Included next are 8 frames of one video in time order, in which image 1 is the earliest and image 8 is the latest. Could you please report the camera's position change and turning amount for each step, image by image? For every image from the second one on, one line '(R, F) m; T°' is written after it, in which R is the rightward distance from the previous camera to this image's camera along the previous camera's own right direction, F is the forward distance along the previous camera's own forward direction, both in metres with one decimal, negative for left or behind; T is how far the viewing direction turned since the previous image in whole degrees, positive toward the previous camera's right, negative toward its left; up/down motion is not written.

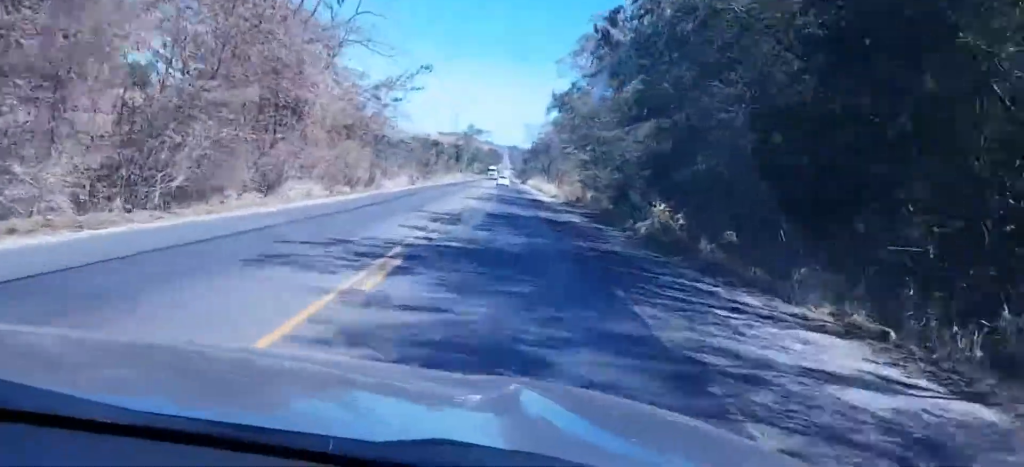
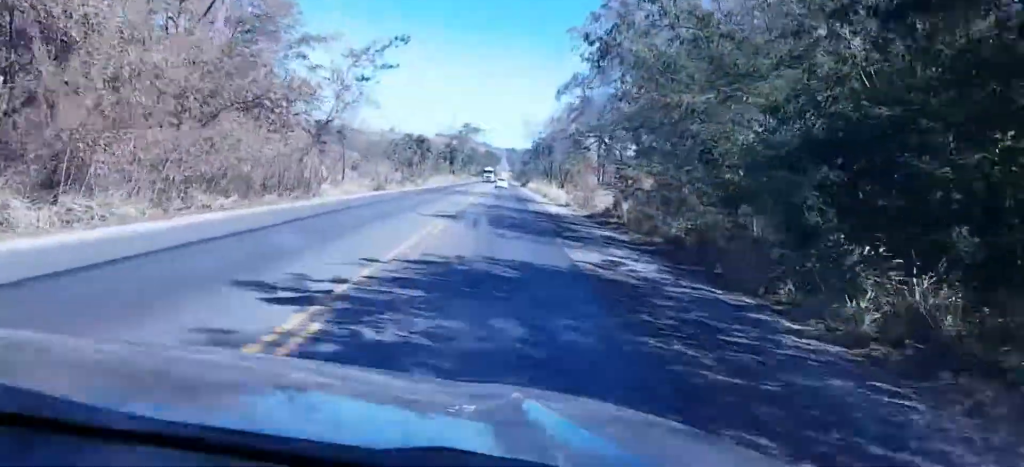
(0.0, +21.9) m; +1°
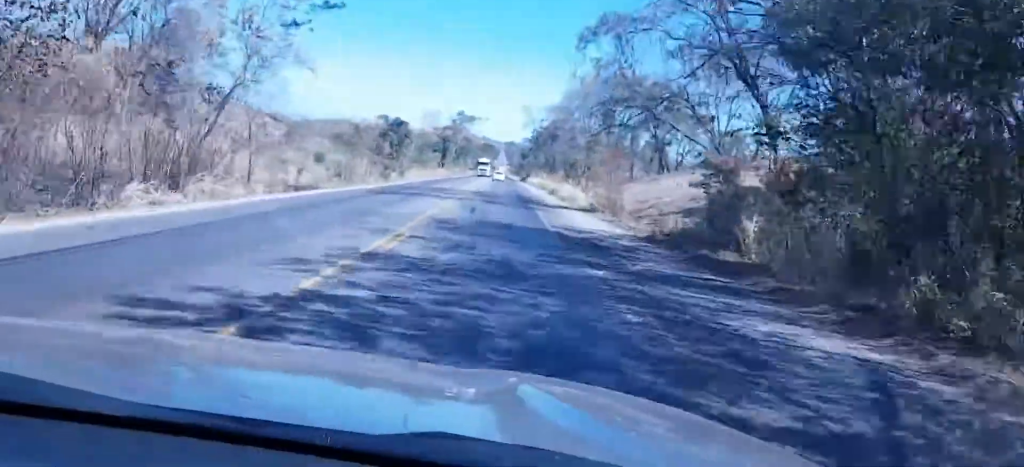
(+0.2, +23.1) m; 0°
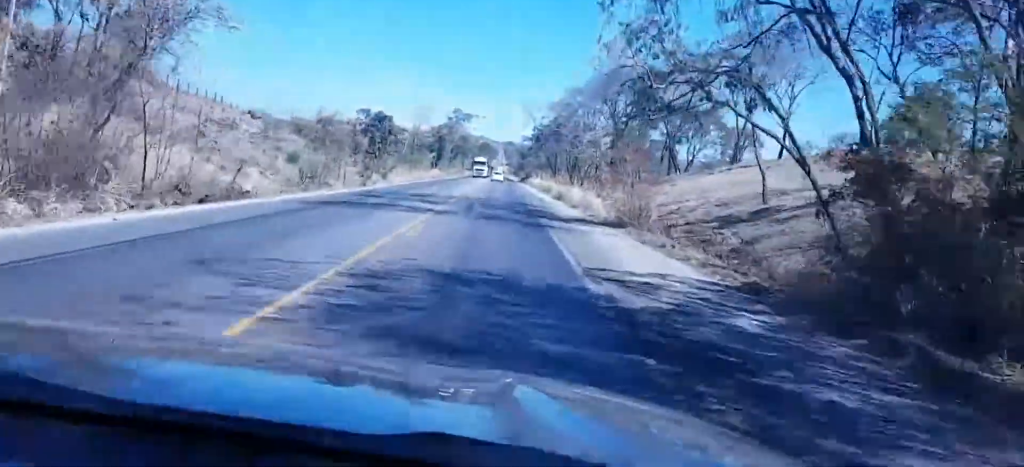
(+0.1, +12.6) m; 0°
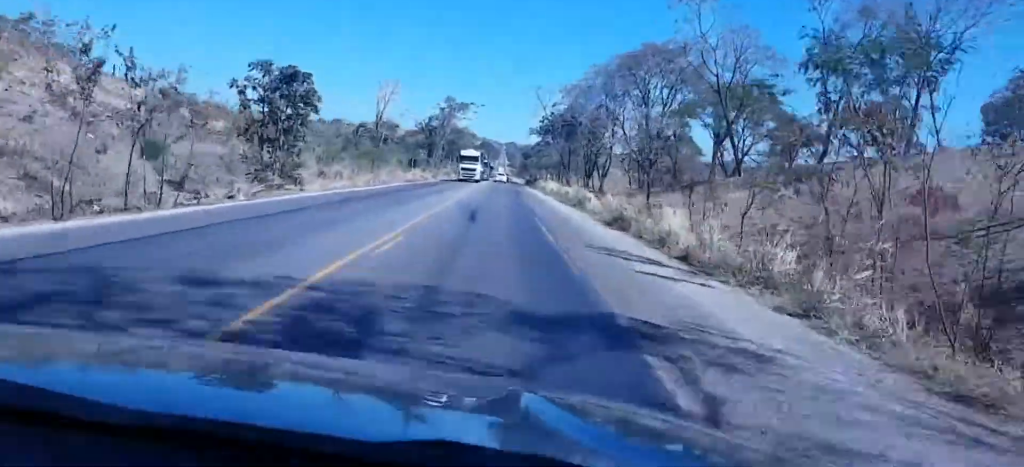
(-0.6, +36.7) m; 0°
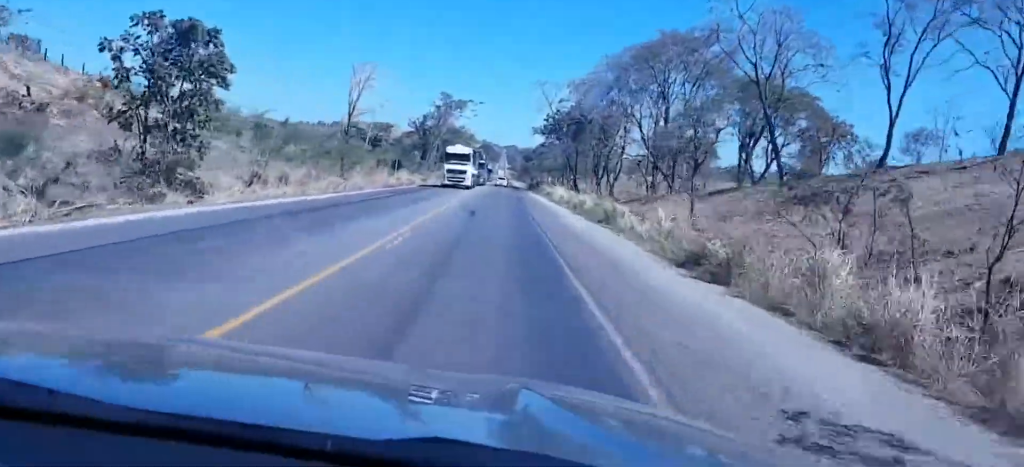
(-0.1, +15.9) m; +1°
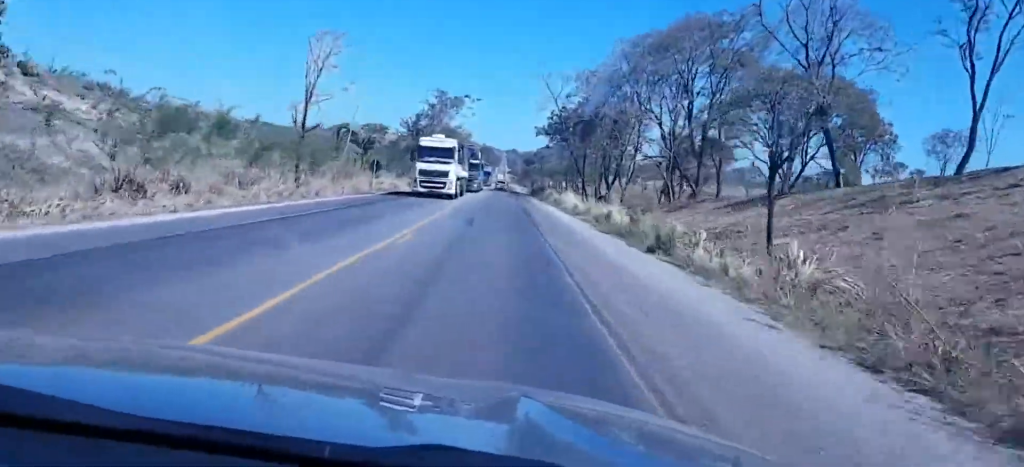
(+0.4, +14.9) m; 0°
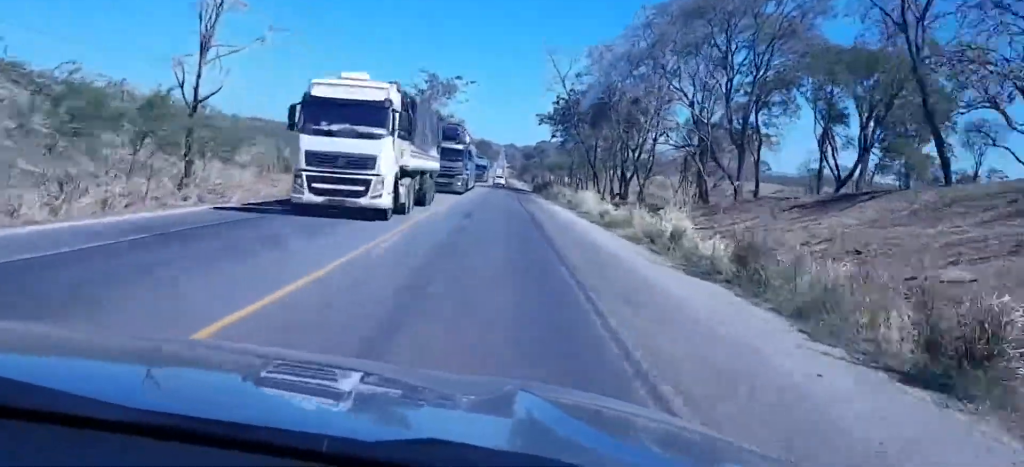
(0.0, +18.3) m; 0°
